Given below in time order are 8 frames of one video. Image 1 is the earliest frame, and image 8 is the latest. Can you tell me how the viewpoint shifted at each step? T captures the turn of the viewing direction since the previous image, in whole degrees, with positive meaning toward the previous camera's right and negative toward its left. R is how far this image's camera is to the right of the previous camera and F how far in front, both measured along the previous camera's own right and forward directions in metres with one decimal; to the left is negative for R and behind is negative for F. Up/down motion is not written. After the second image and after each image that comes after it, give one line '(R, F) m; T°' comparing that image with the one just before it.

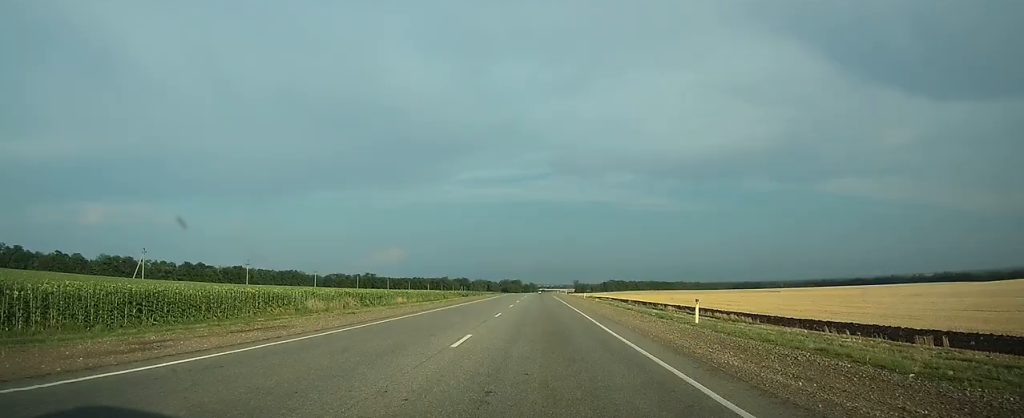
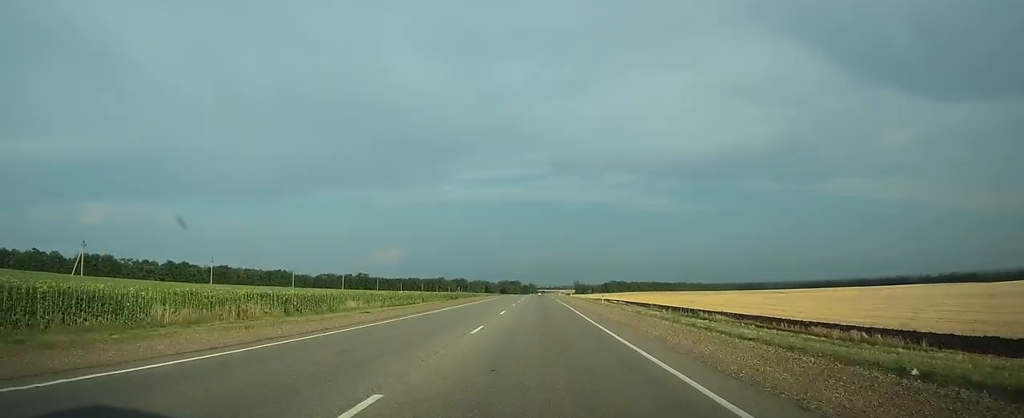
(0.0, +19.9) m; 0°
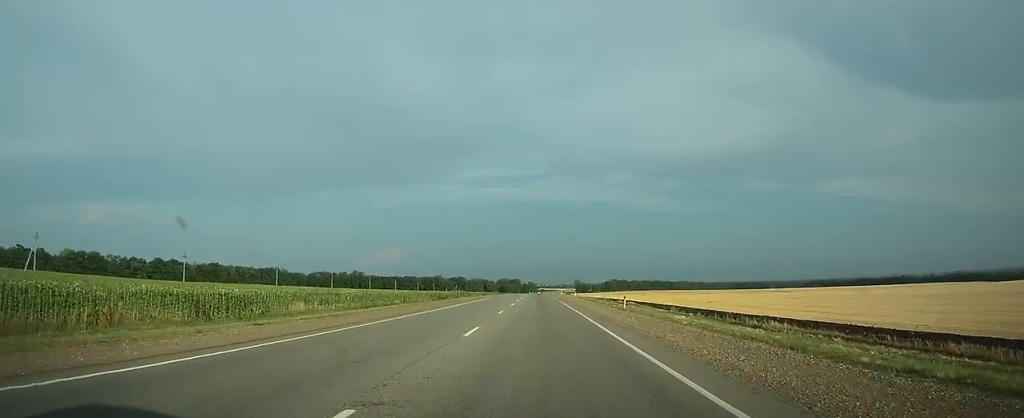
(0.0, +12.8) m; 0°
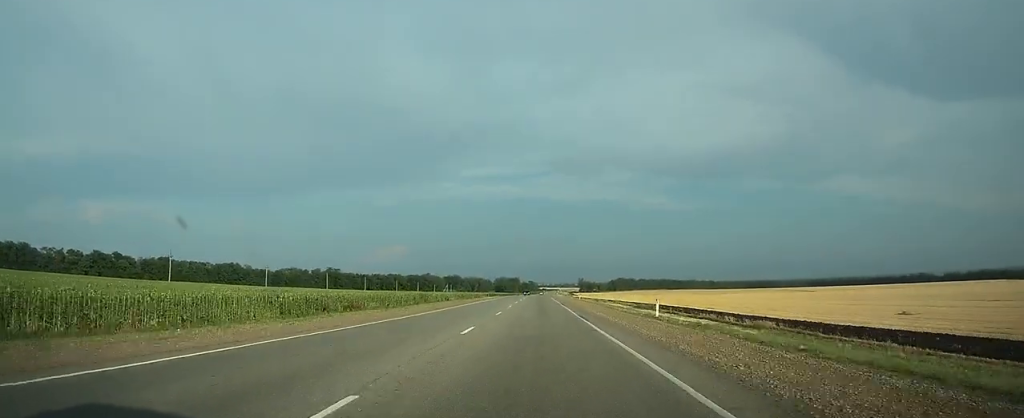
(+0.1, +58.9) m; 0°
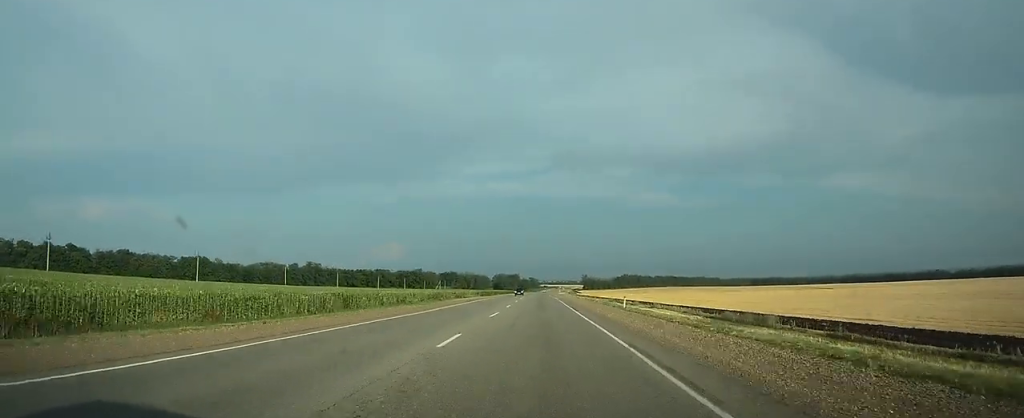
(0.0, +39.1) m; 0°
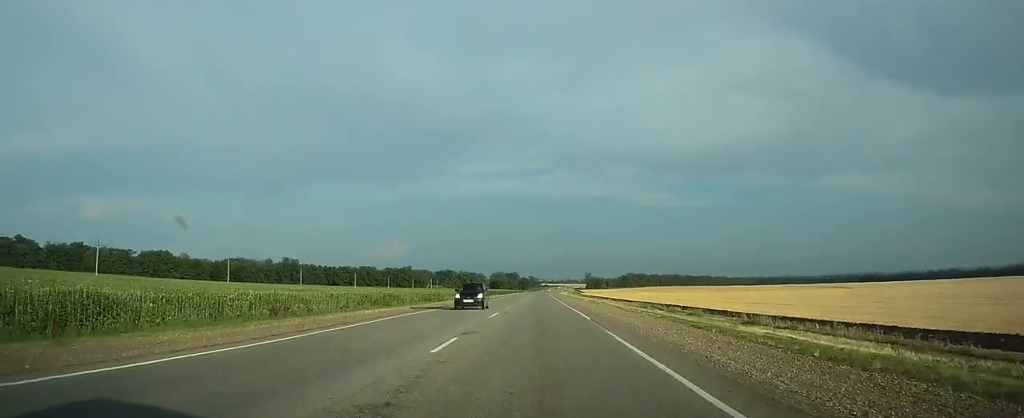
(0.0, +36.6) m; 0°
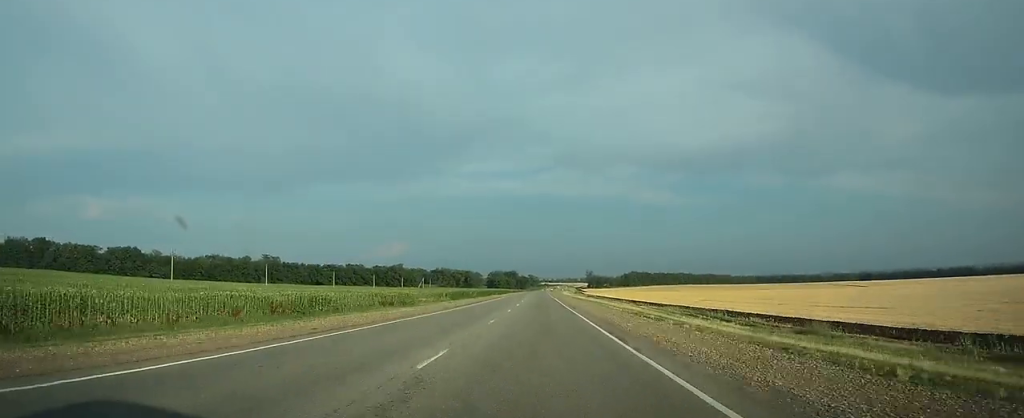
(0.0, +25.4) m; 0°
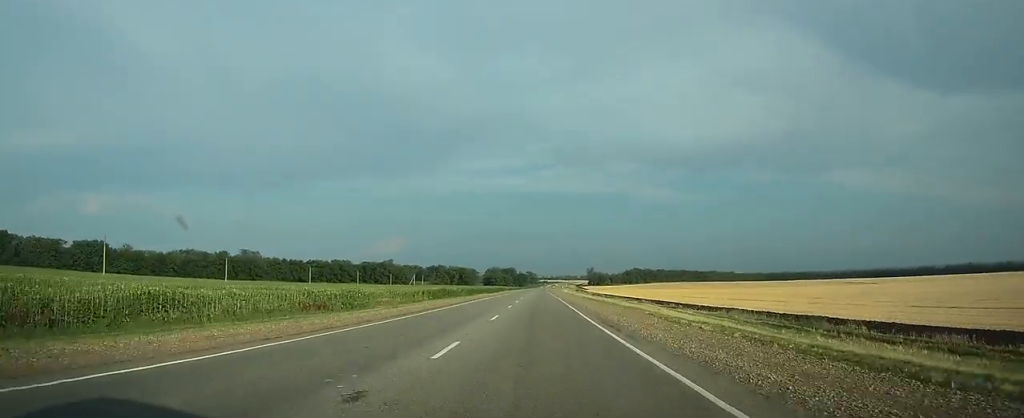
(0.0, +22.7) m; 0°
